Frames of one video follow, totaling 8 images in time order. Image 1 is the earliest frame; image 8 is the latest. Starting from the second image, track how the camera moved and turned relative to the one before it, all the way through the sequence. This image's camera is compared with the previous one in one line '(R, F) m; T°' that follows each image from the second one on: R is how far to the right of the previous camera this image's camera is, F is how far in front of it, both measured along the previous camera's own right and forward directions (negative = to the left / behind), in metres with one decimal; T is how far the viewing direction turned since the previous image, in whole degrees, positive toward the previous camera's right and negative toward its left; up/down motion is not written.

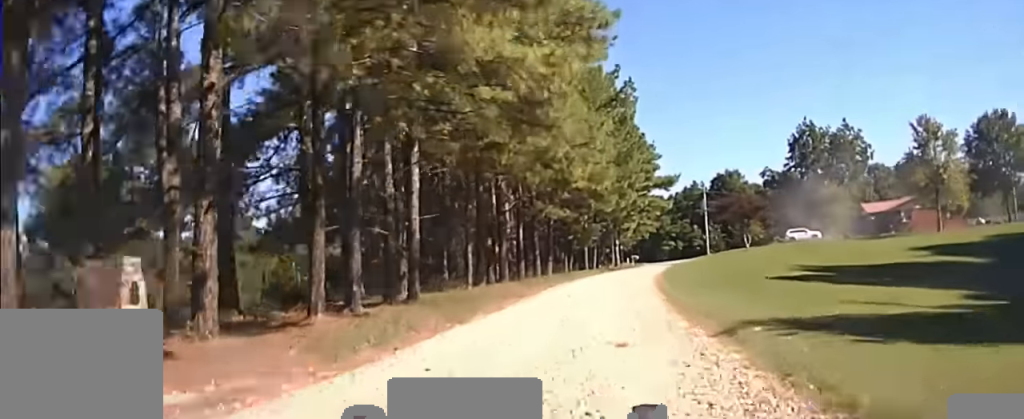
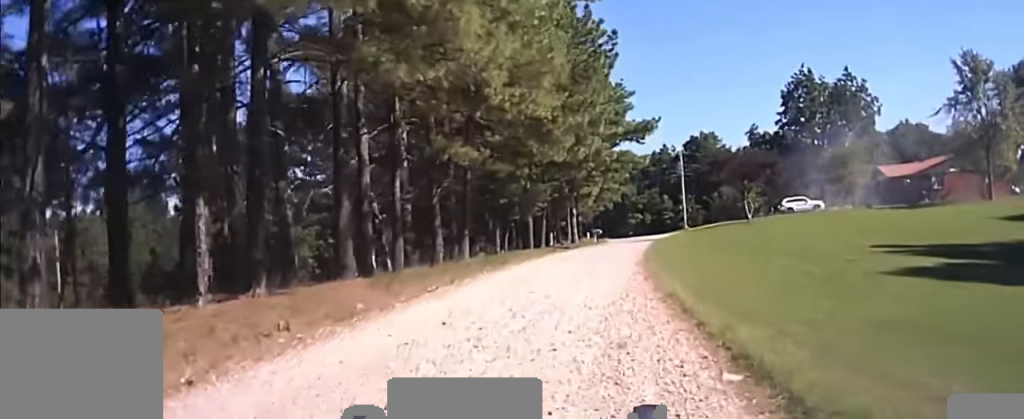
(+1.0, +23.5) m; +3°
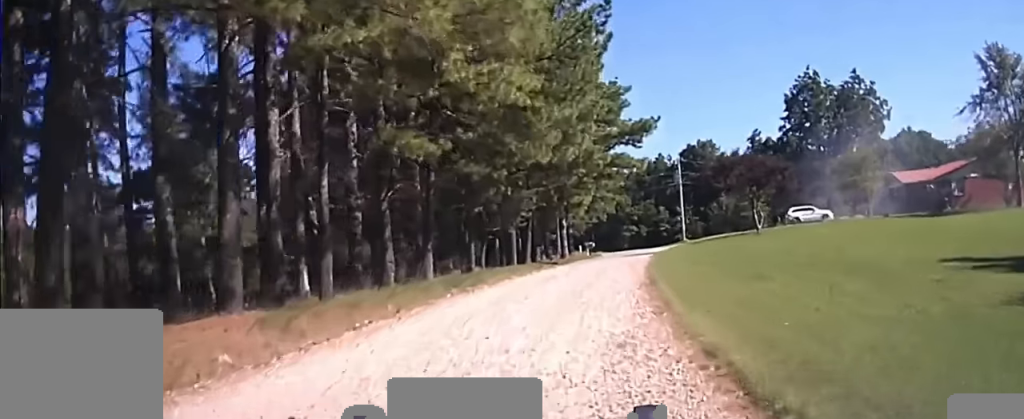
(0.0, +6.5) m; 0°
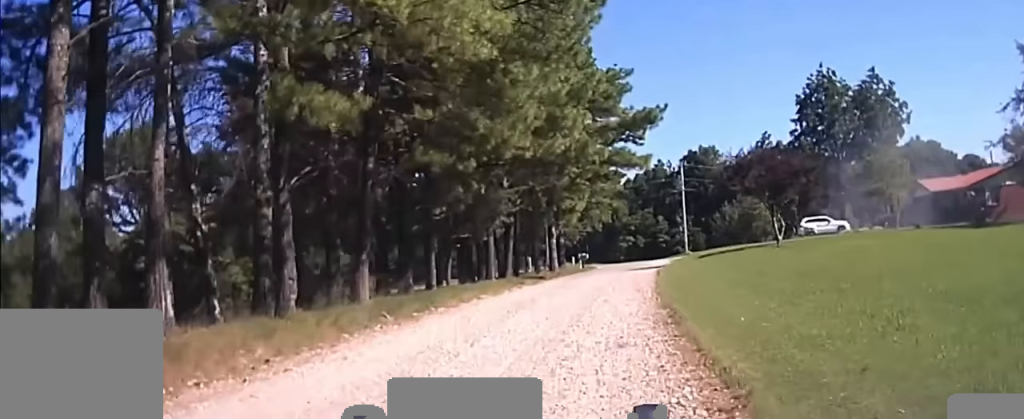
(0.0, +8.4) m; +1°
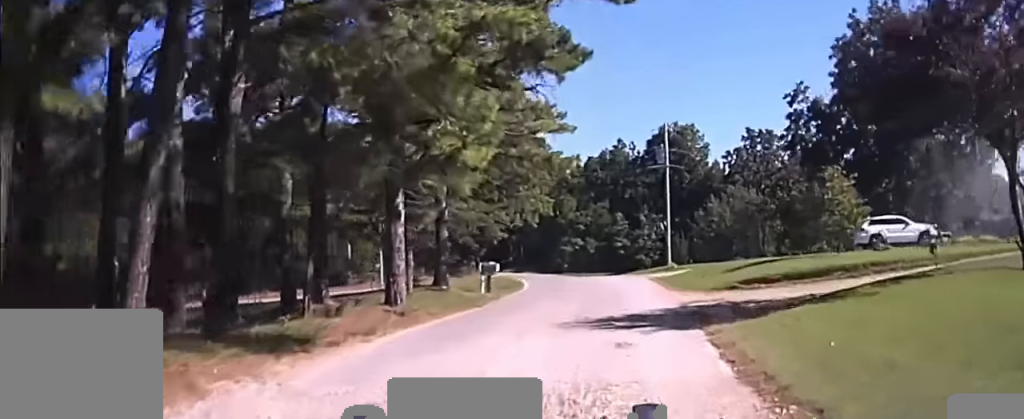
(+0.6, +23.9) m; +3°
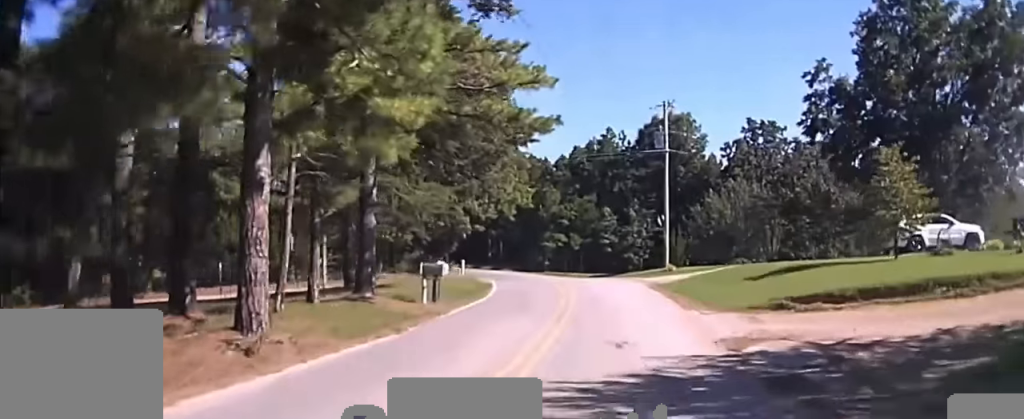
(0.0, +6.1) m; +1°
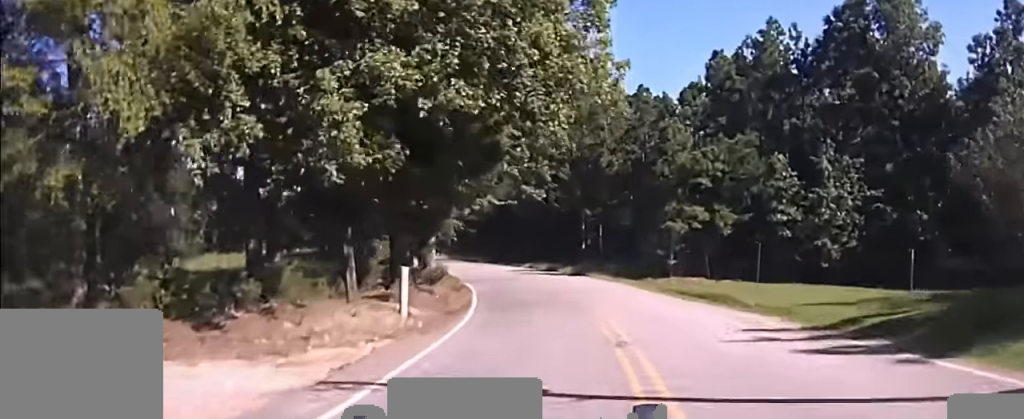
(-1.4, +38.8) m; -7°
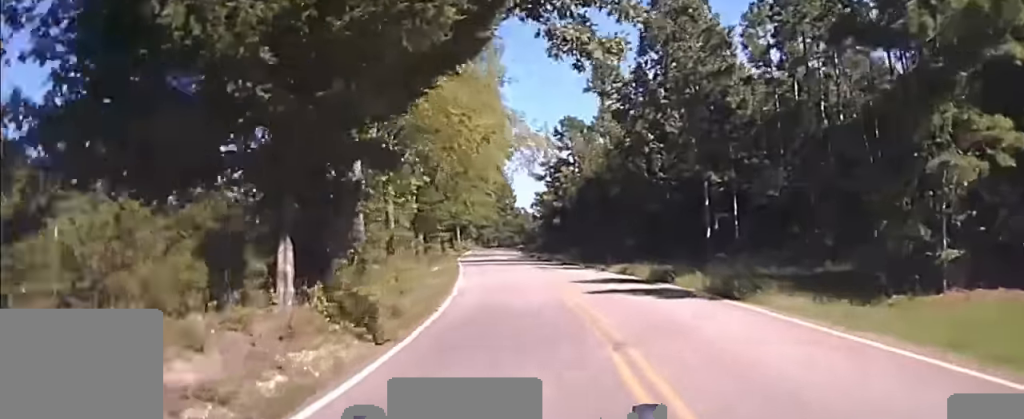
(-1.9, +32.1) m; -7°
